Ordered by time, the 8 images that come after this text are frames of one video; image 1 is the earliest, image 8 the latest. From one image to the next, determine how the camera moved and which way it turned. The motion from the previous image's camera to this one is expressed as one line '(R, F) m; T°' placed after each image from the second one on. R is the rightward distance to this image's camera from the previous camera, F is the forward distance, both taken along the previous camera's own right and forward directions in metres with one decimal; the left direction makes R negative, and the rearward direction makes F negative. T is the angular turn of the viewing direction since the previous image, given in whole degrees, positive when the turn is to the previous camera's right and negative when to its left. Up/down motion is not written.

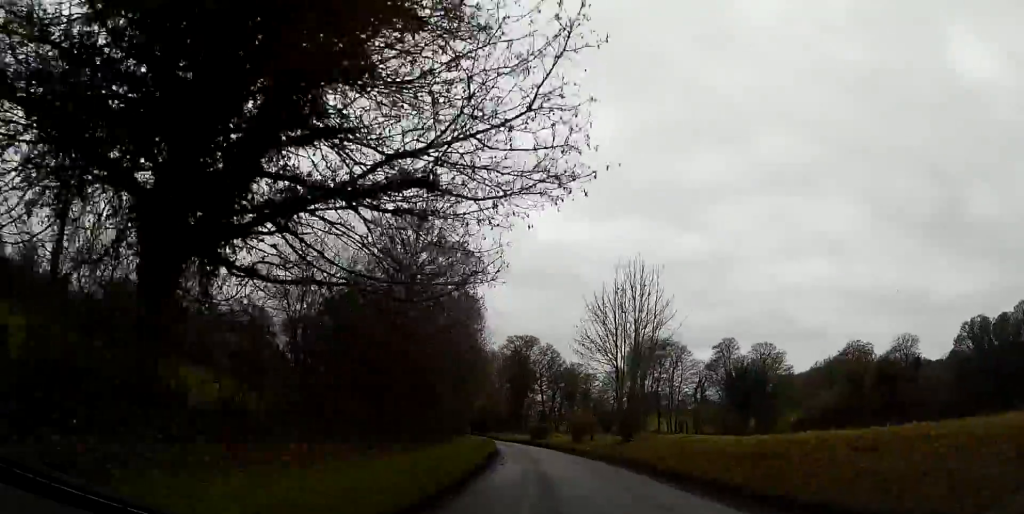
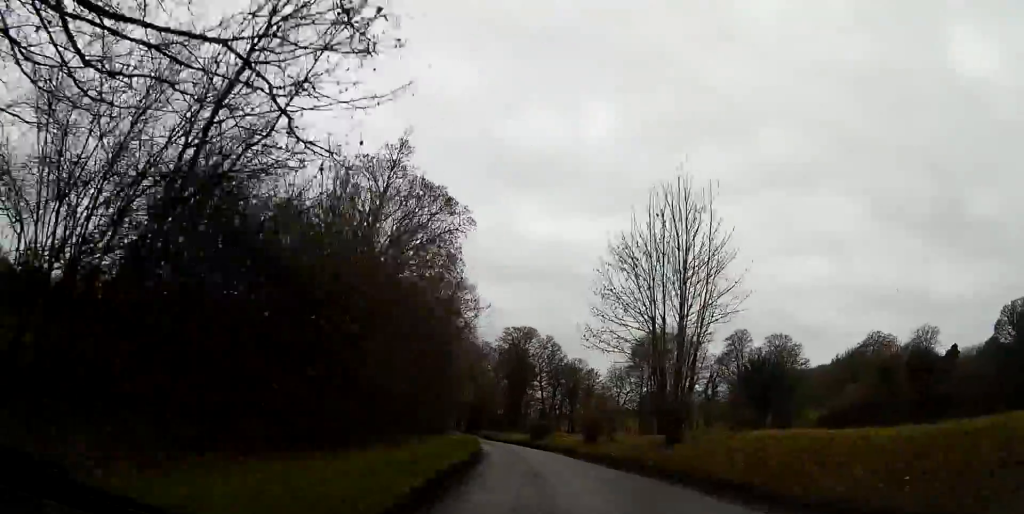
(+0.1, +11.7) m; -1°
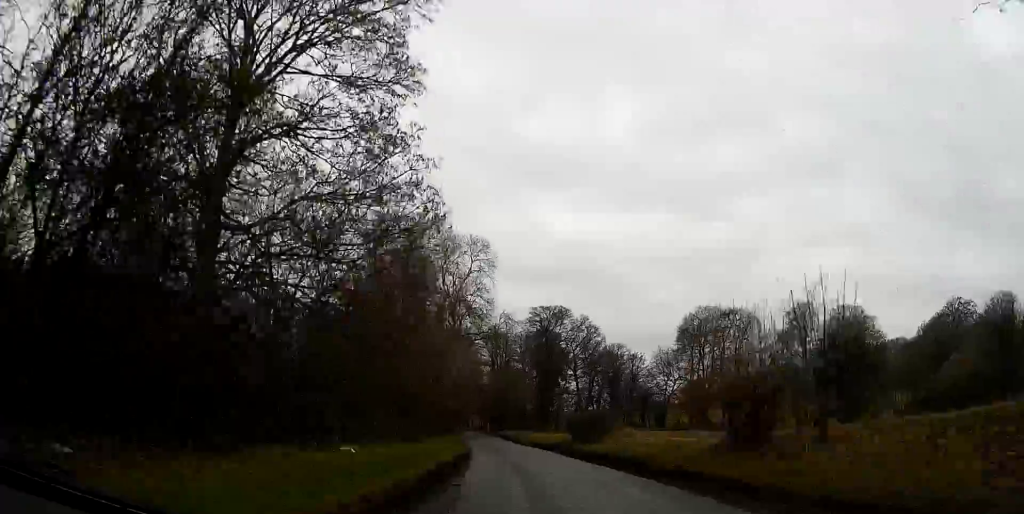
(-0.8, +24.0) m; -3°
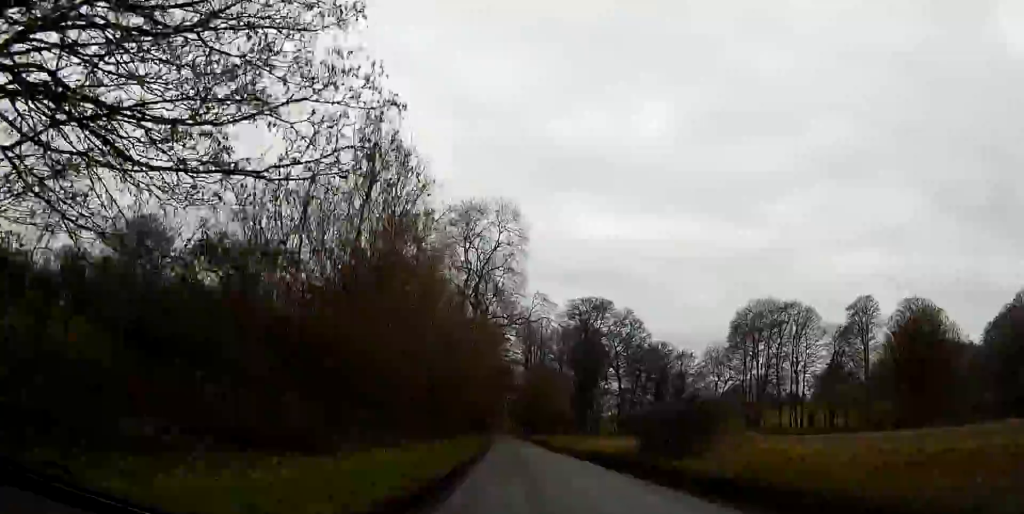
(-0.2, +13.6) m; -1°
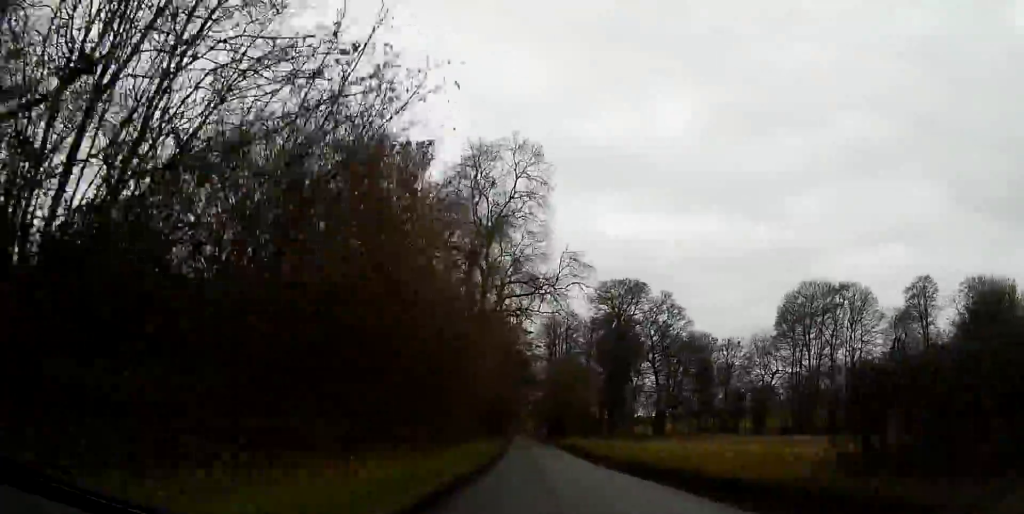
(-0.2, +14.9) m; -1°
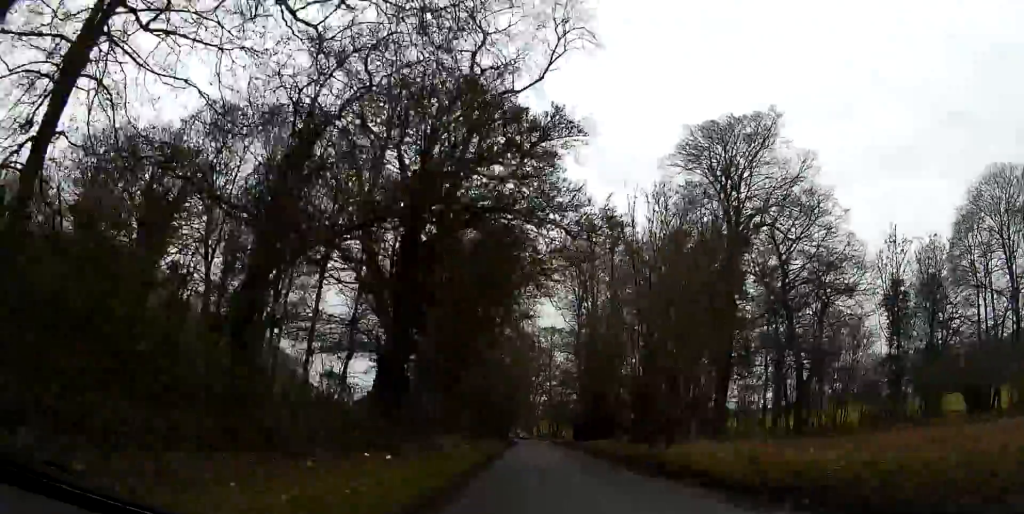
(-1.4, +53.1) m; -2°
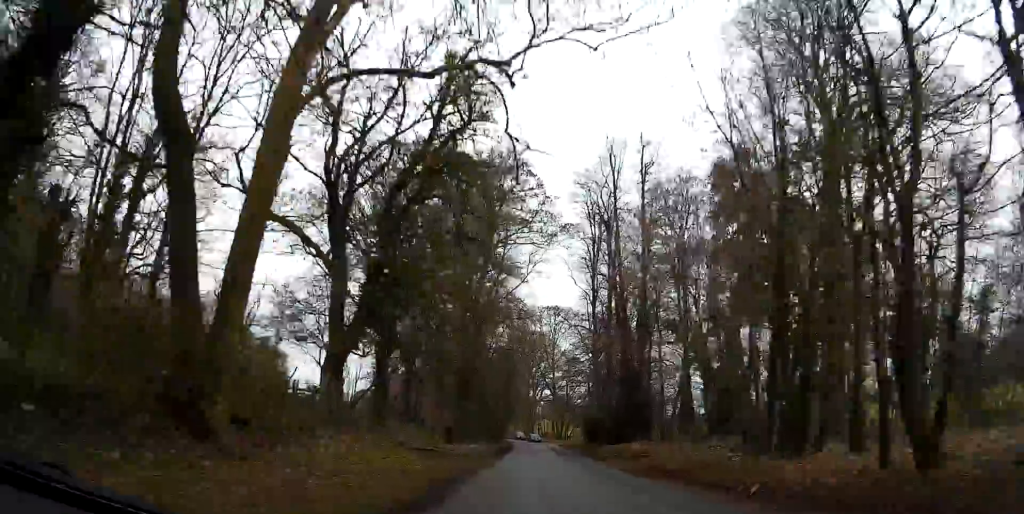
(+0.1, +18.1) m; 0°
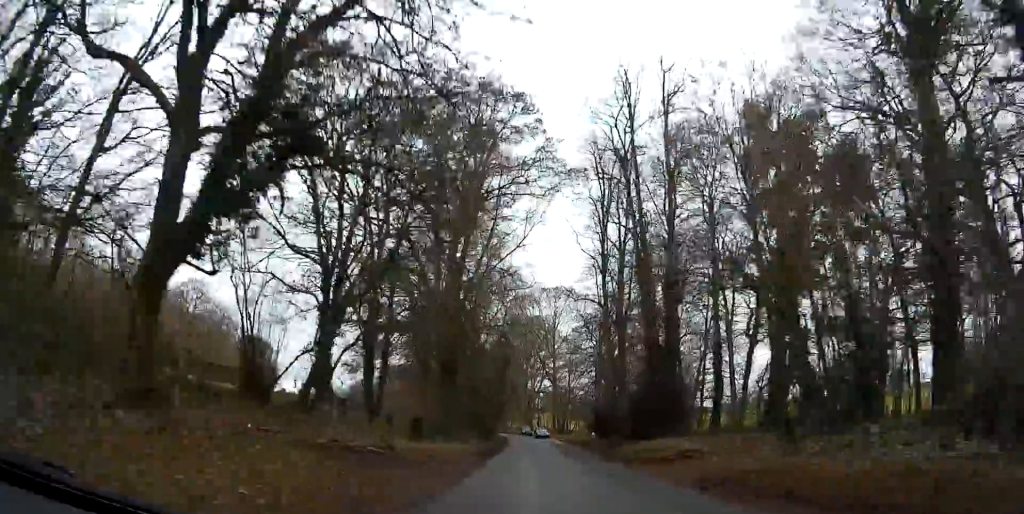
(-0.1, +10.0) m; 0°
